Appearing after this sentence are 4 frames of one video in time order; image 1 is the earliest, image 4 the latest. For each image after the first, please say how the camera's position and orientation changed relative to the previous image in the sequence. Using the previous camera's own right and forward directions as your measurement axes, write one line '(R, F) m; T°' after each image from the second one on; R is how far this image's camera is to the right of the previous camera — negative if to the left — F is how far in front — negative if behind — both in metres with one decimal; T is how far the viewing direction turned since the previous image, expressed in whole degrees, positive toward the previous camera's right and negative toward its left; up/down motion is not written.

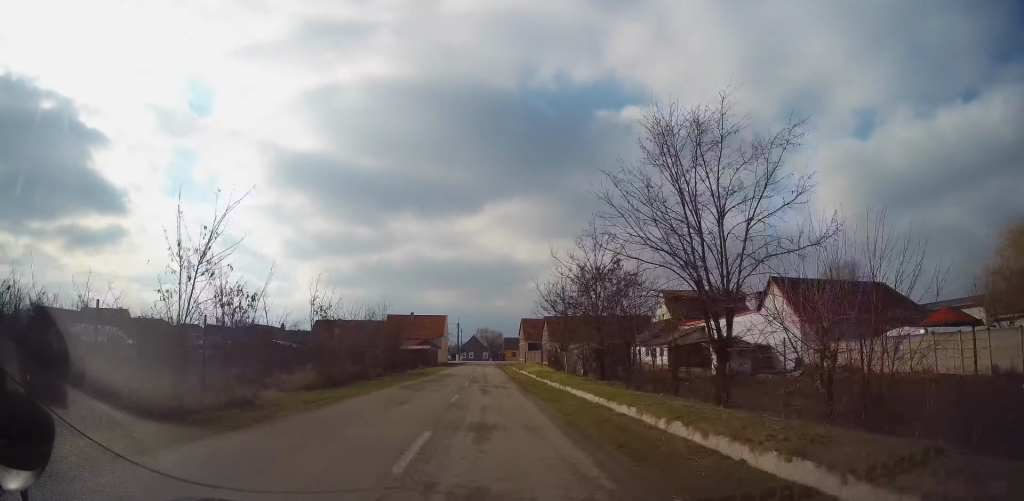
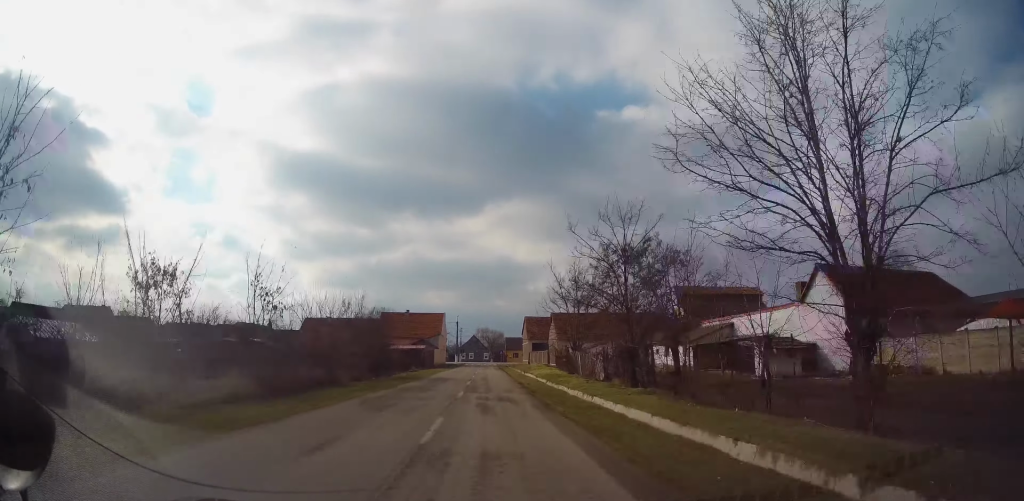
(0.0, +6.5) m; +1°
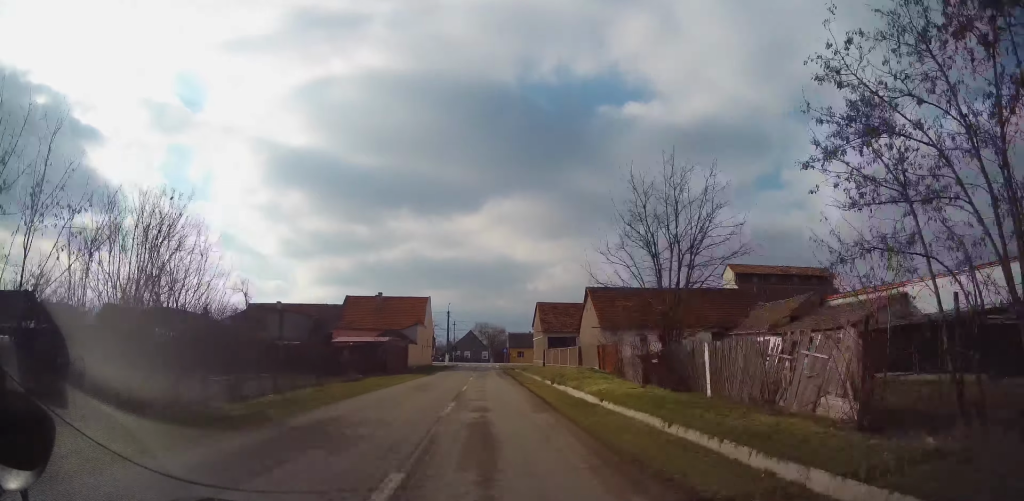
(+0.5, +22.4) m; +1°
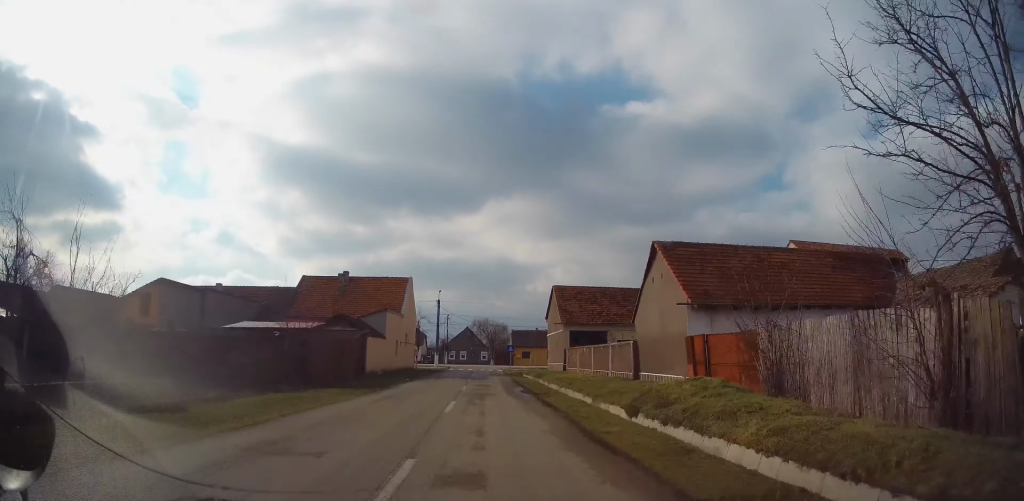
(+0.2, +16.4) m; 0°
